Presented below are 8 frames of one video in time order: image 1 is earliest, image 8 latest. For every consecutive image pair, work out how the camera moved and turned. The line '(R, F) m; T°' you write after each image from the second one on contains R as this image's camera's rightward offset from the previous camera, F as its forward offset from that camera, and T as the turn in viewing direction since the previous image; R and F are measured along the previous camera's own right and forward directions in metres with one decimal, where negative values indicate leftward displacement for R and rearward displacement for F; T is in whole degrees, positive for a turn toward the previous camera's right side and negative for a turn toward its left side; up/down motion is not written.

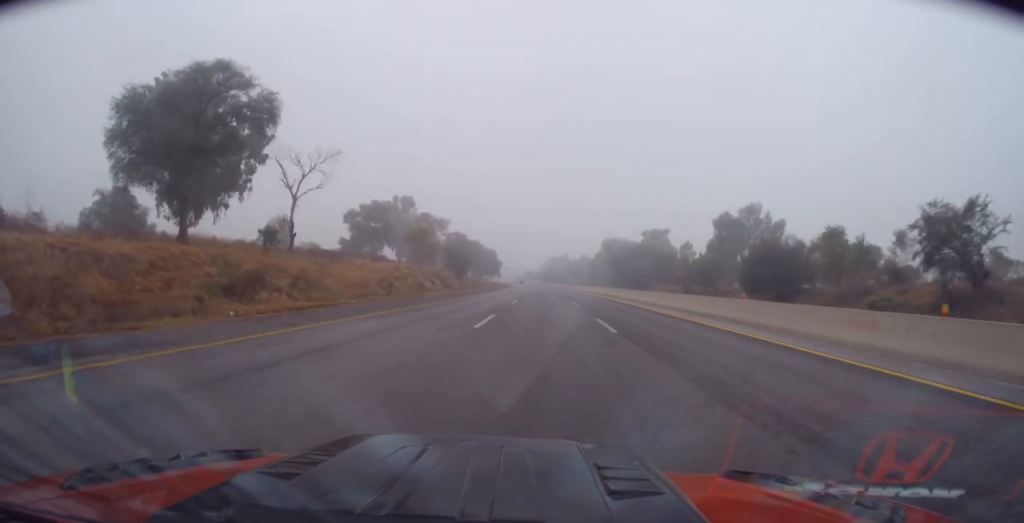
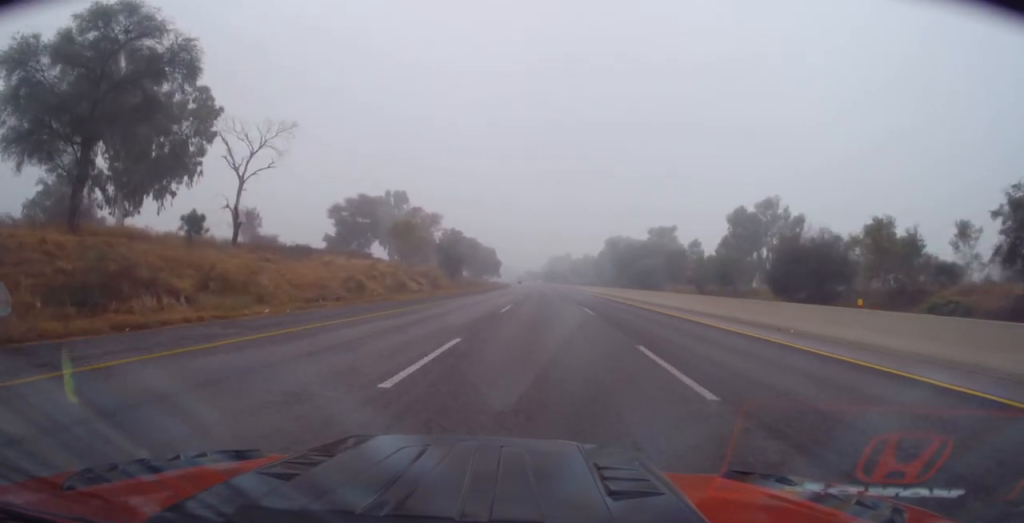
(+0.1, +9.2) m; 0°
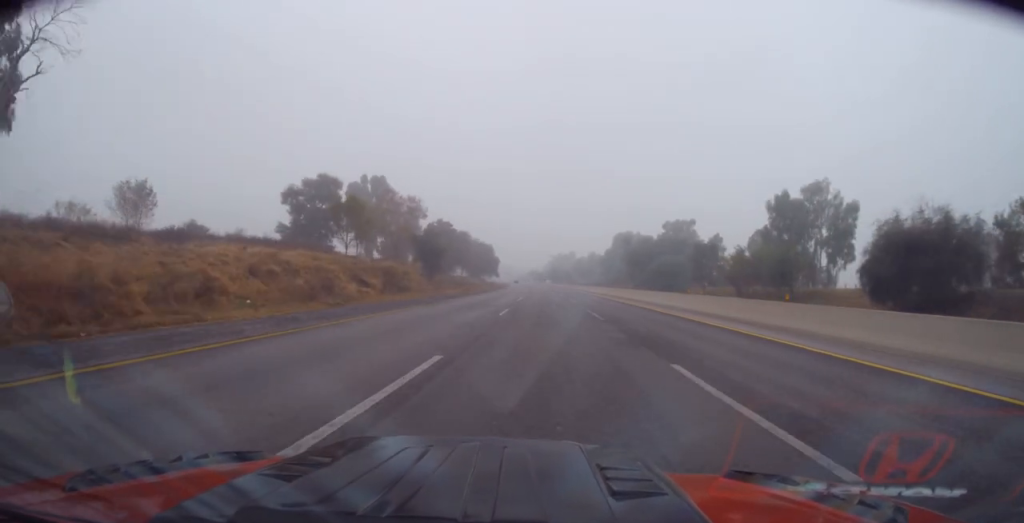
(+0.2, +20.8) m; -1°
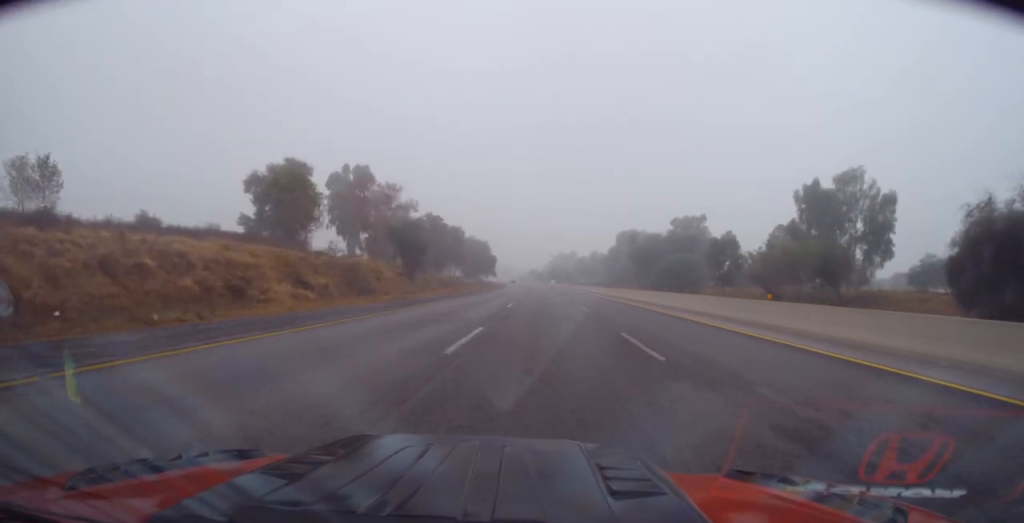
(-0.3, +11.5) m; -1°
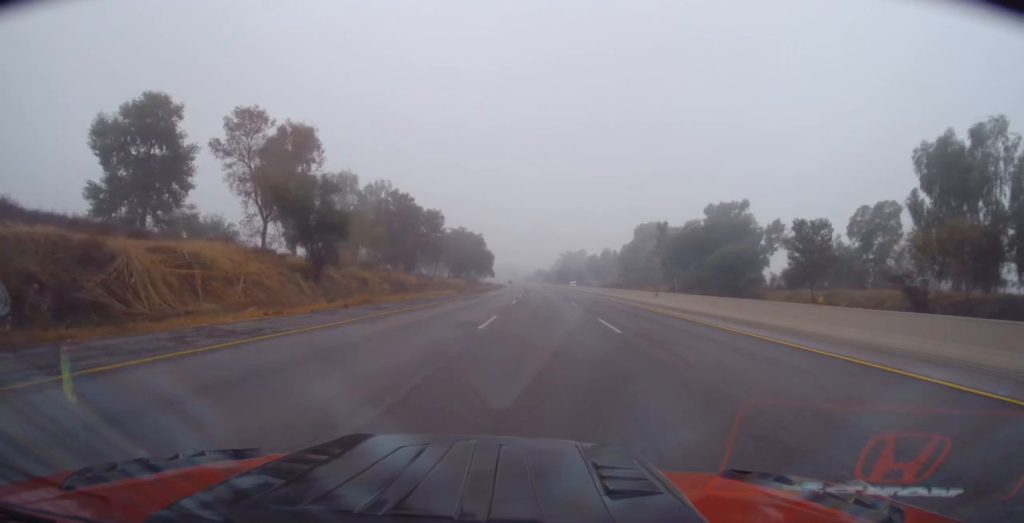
(0.0, +30.1) m; 0°
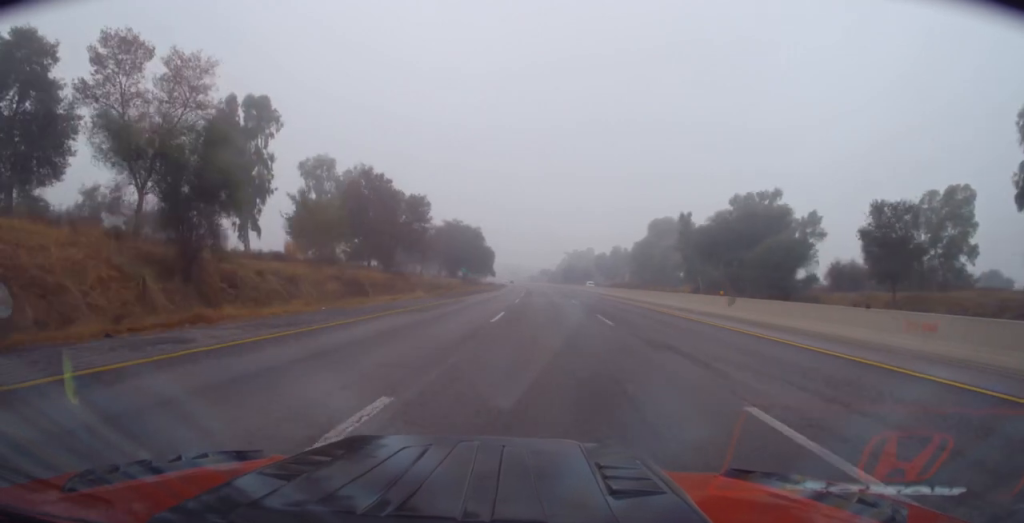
(-0.2, +15.5) m; -1°
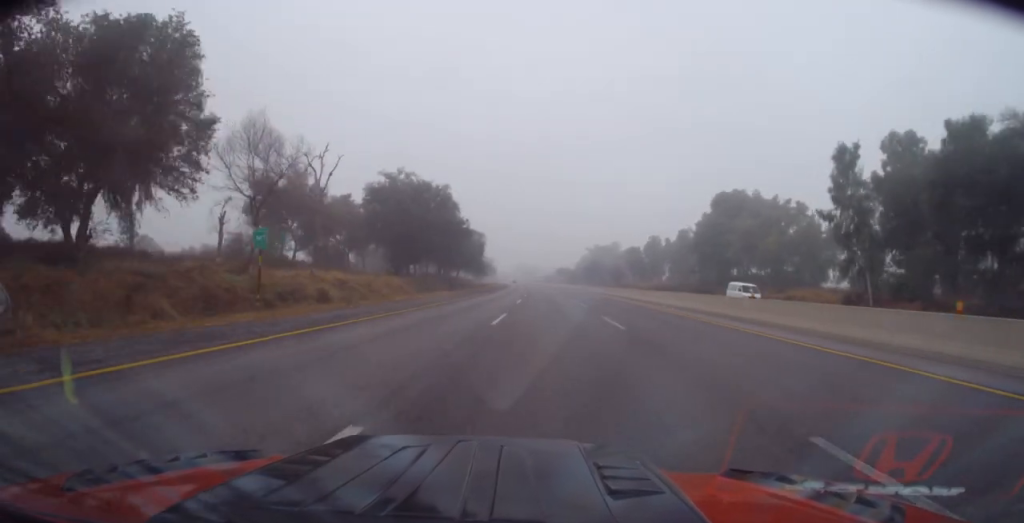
(-1.2, +56.3) m; -1°
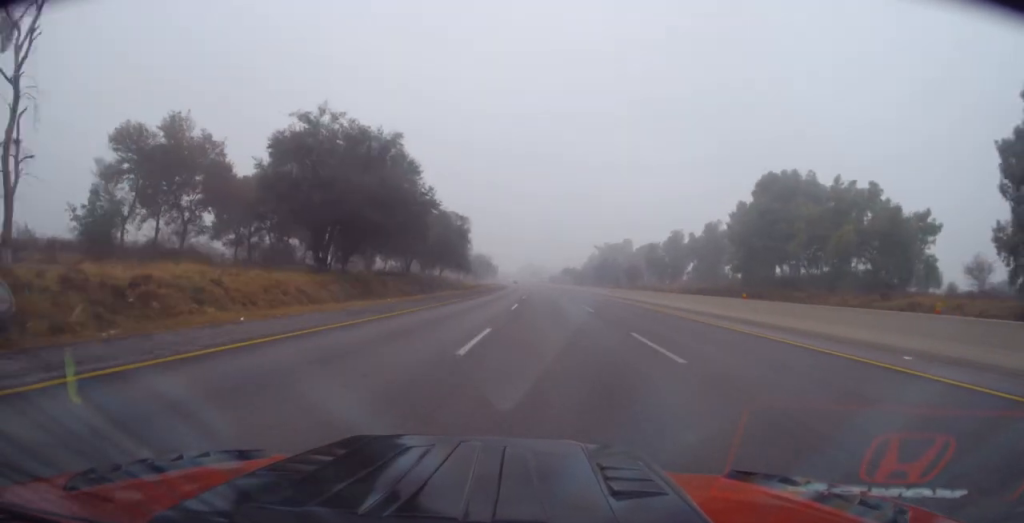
(+0.4, +24.9) m; 0°
